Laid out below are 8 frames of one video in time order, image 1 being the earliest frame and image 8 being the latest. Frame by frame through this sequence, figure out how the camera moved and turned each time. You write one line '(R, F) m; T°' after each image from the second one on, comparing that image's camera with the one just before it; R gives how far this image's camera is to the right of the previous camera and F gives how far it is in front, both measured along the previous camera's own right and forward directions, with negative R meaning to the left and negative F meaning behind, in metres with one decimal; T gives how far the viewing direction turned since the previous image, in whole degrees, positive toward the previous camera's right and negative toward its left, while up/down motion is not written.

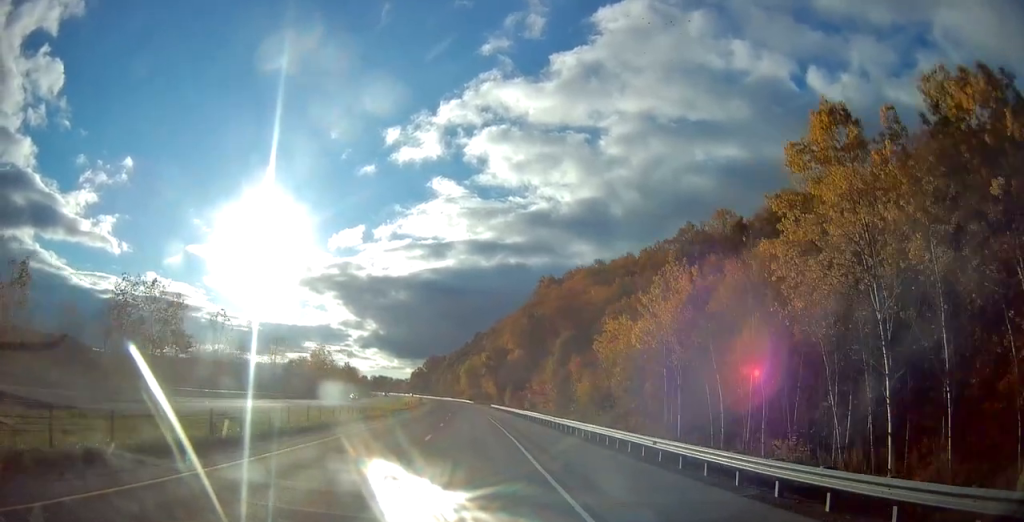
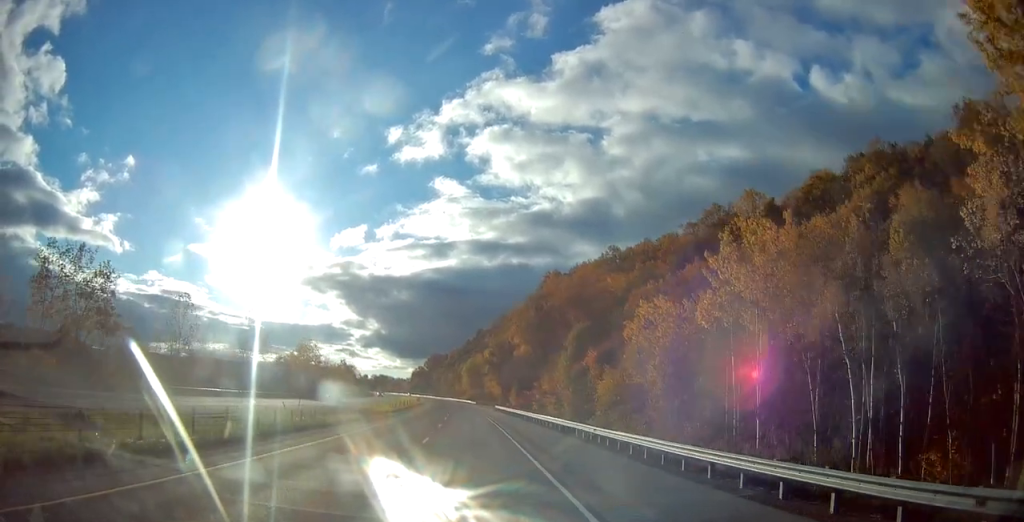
(0.0, +13.5) m; 0°
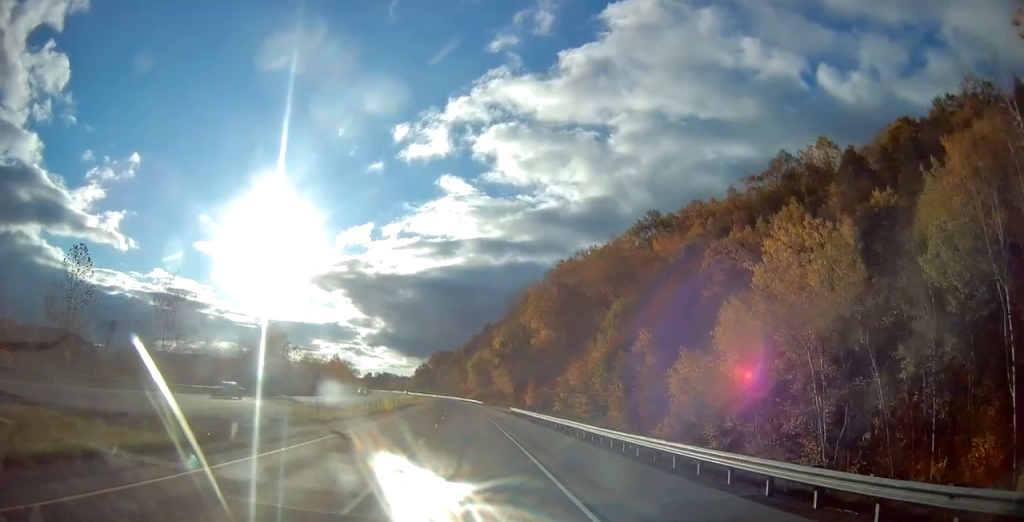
(-0.1, +26.0) m; -1°
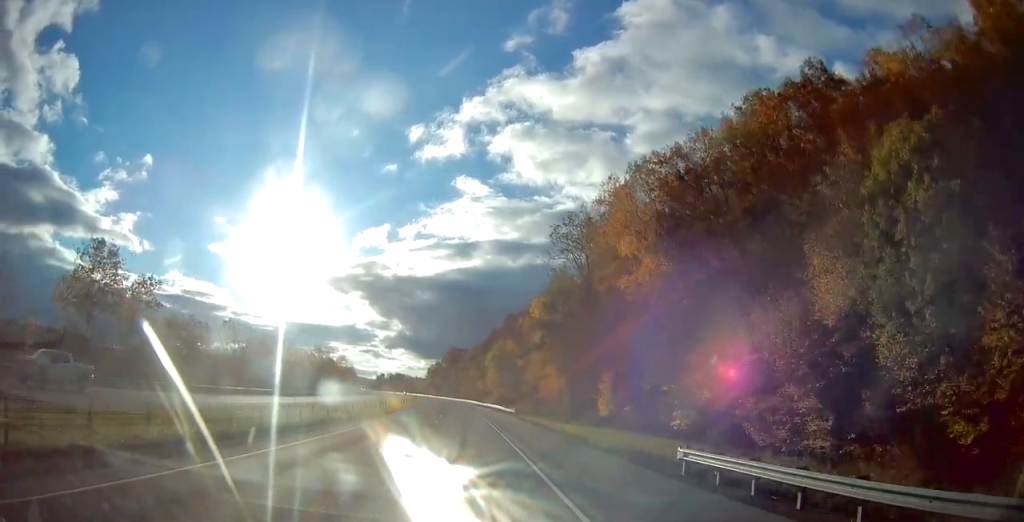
(-1.0, +54.9) m; -2°
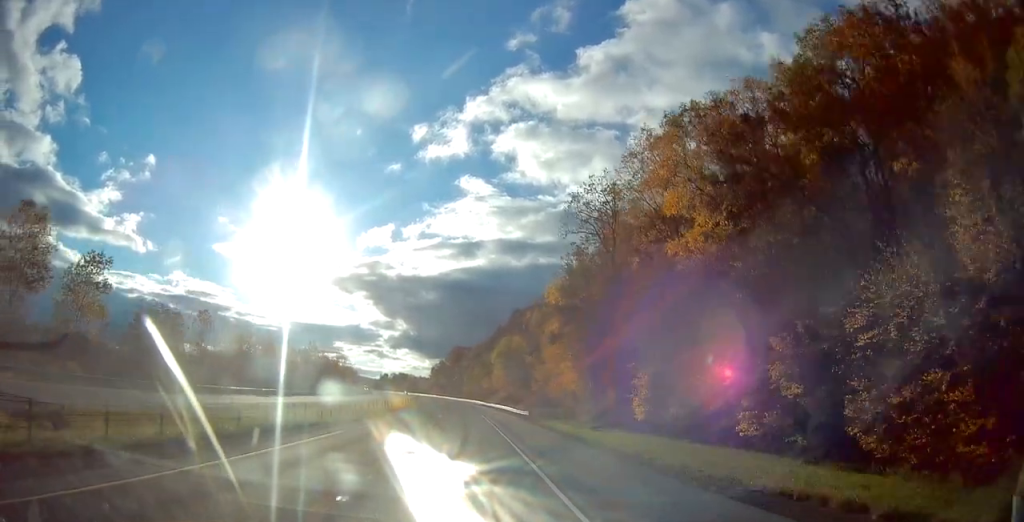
(0.0, +11.6) m; 0°
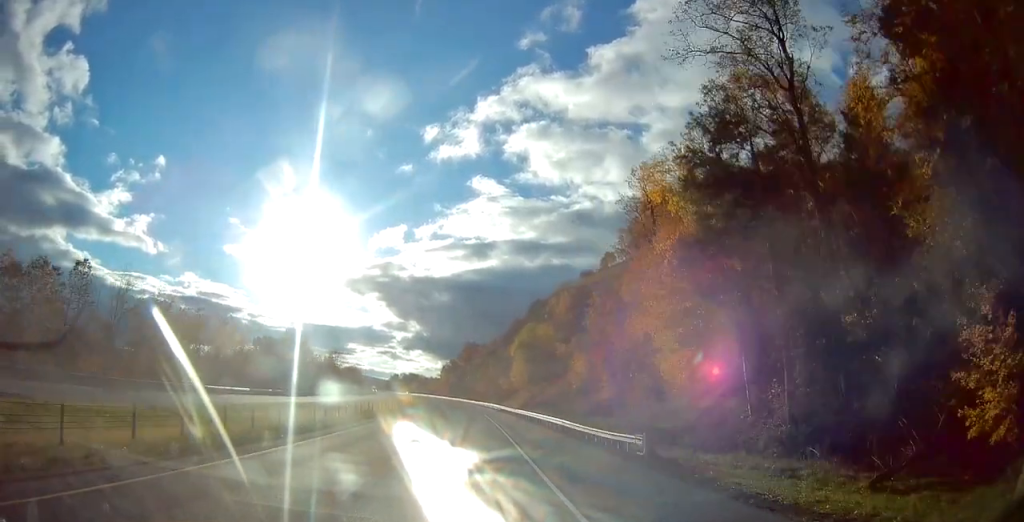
(-0.3, +35.6) m; -1°
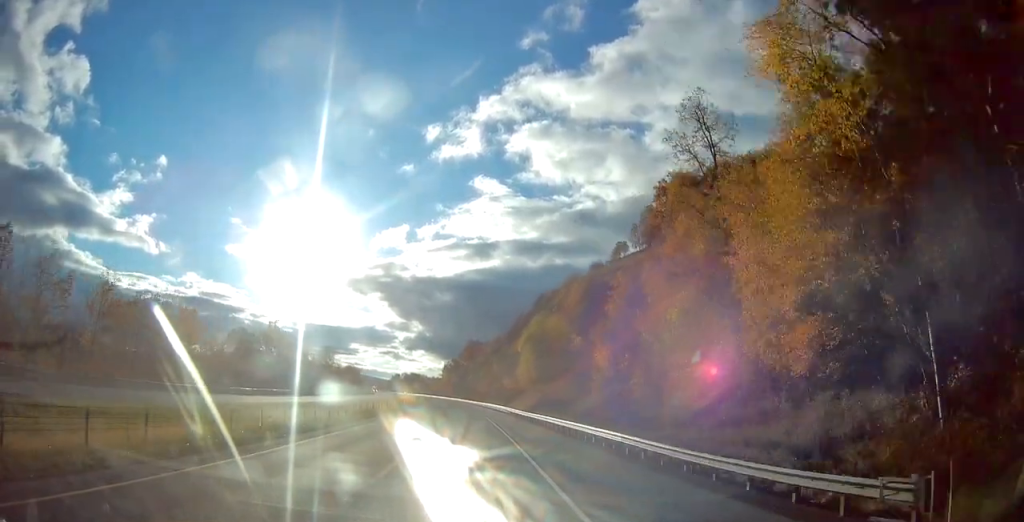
(0.0, +14.4) m; 0°
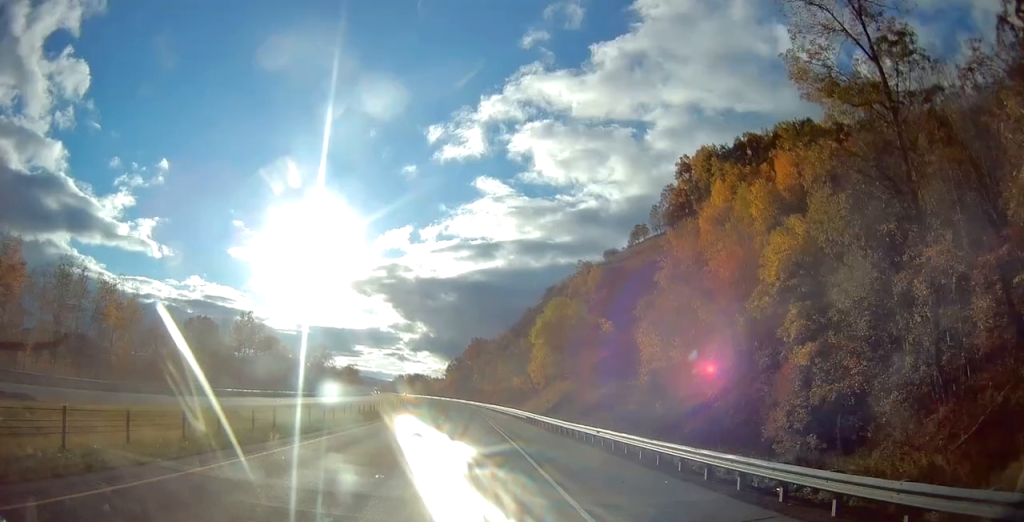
(0.0, +19.2) m; 0°
